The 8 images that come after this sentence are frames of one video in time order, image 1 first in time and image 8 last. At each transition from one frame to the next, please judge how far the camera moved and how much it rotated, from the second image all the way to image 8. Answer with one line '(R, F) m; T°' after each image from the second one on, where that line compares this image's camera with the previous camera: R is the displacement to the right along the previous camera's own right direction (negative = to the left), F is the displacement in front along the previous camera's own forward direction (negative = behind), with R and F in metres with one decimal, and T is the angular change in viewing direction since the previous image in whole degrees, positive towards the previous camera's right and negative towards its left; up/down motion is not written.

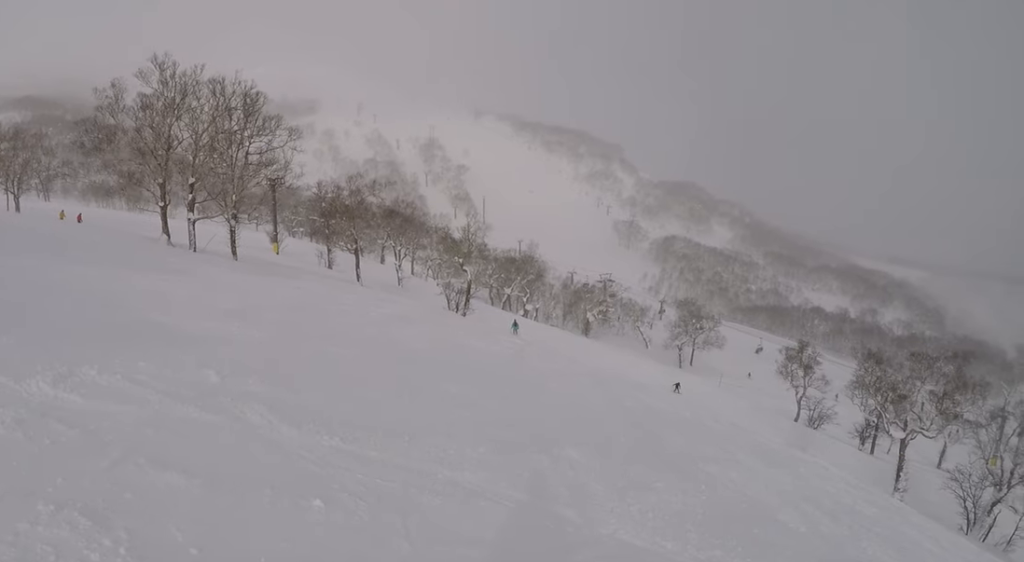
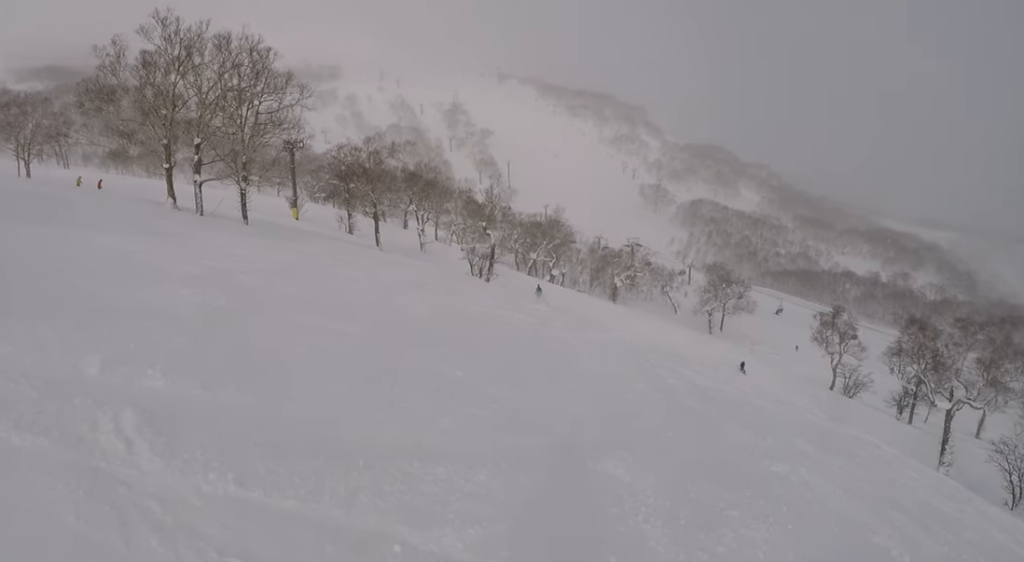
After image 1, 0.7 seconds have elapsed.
(-0.1, +2.8) m; -4°
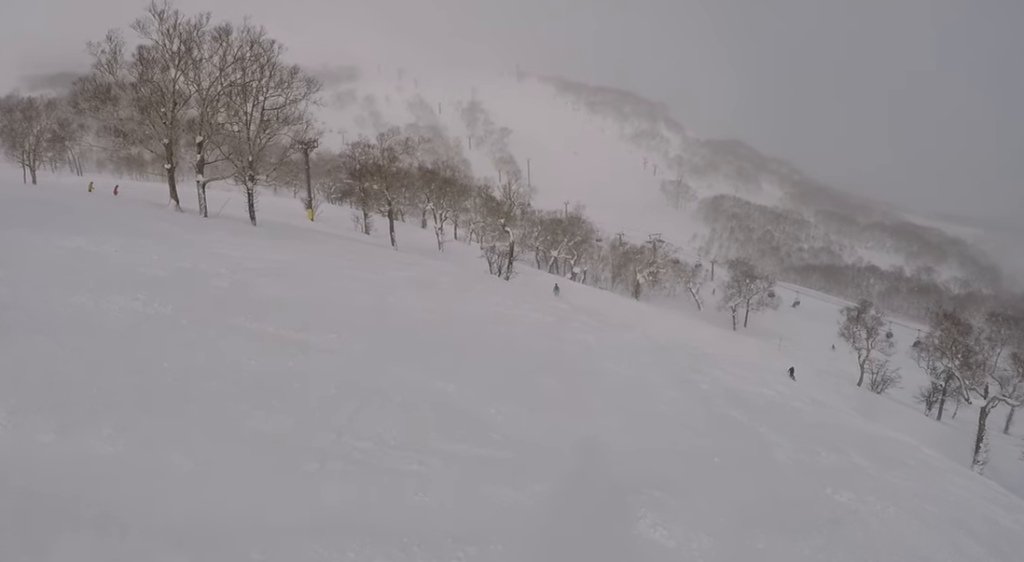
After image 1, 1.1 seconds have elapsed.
(-0.3, +2.0) m; 0°
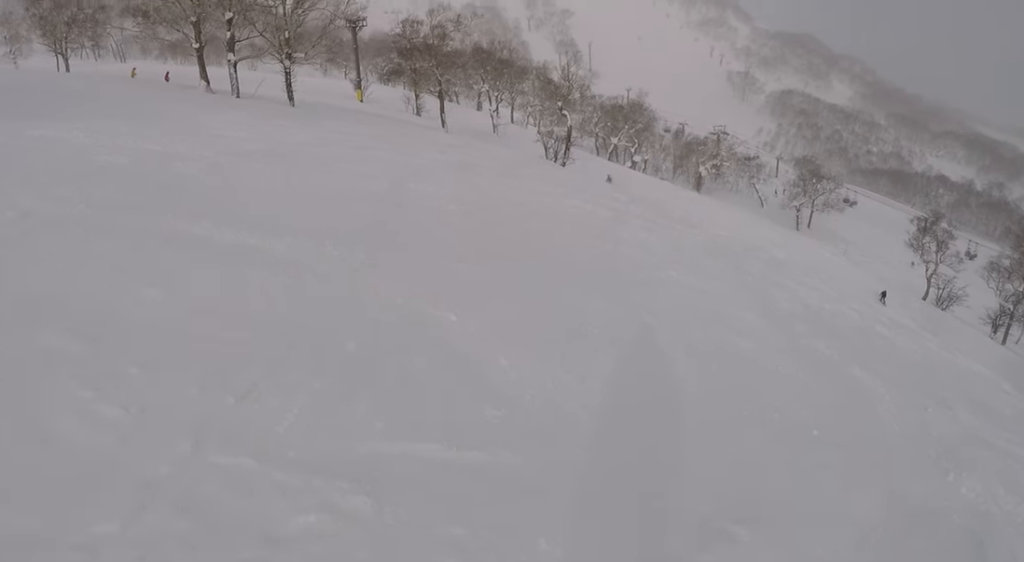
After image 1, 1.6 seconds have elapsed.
(-0.1, +2.4) m; 0°
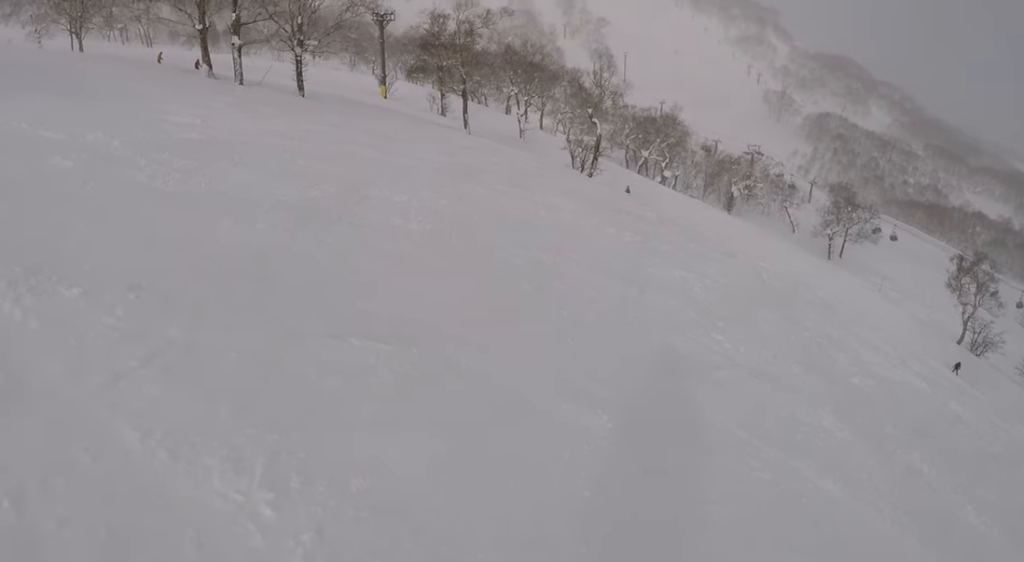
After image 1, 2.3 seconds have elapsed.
(+0.5, +3.1) m; 0°
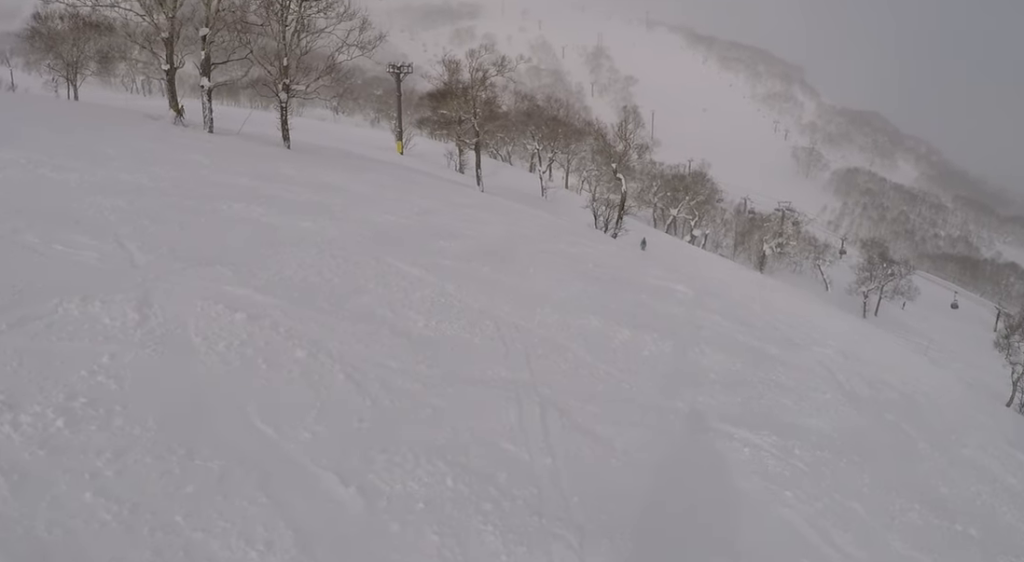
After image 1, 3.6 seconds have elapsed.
(-0.5, +5.7) m; 0°
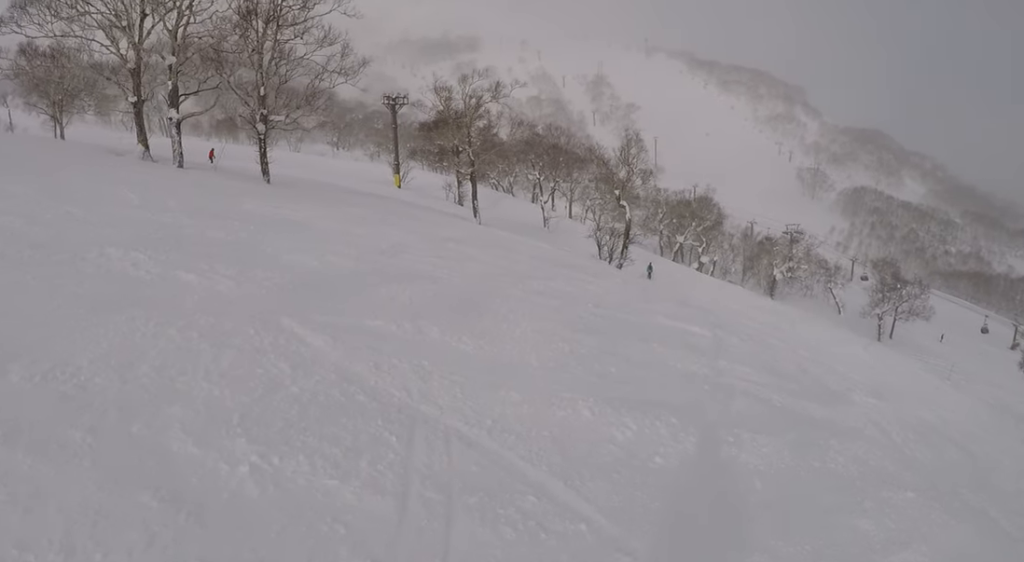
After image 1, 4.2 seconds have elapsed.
(+0.4, +2.8) m; 0°
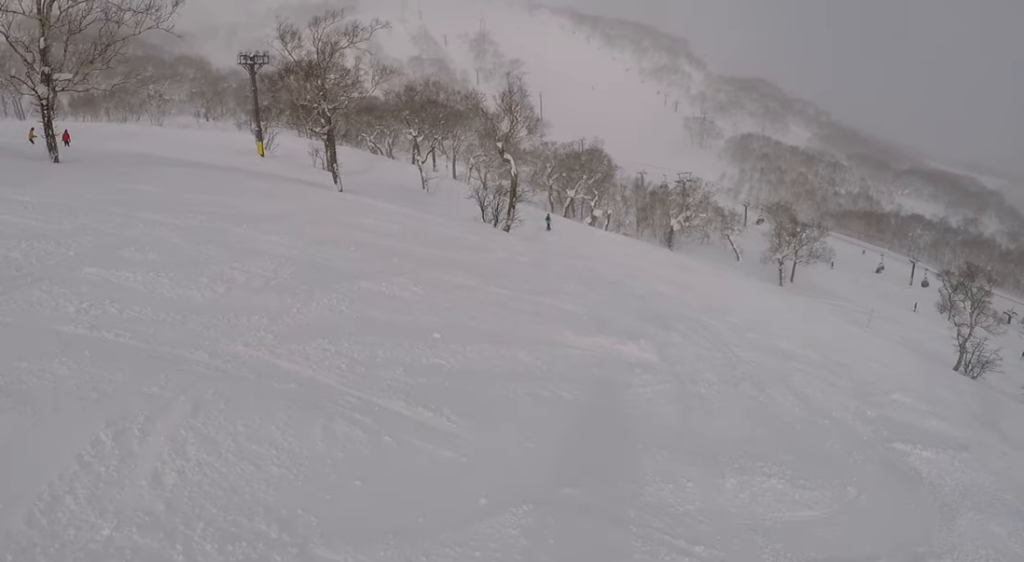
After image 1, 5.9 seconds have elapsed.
(-0.2, +7.9) m; 0°
